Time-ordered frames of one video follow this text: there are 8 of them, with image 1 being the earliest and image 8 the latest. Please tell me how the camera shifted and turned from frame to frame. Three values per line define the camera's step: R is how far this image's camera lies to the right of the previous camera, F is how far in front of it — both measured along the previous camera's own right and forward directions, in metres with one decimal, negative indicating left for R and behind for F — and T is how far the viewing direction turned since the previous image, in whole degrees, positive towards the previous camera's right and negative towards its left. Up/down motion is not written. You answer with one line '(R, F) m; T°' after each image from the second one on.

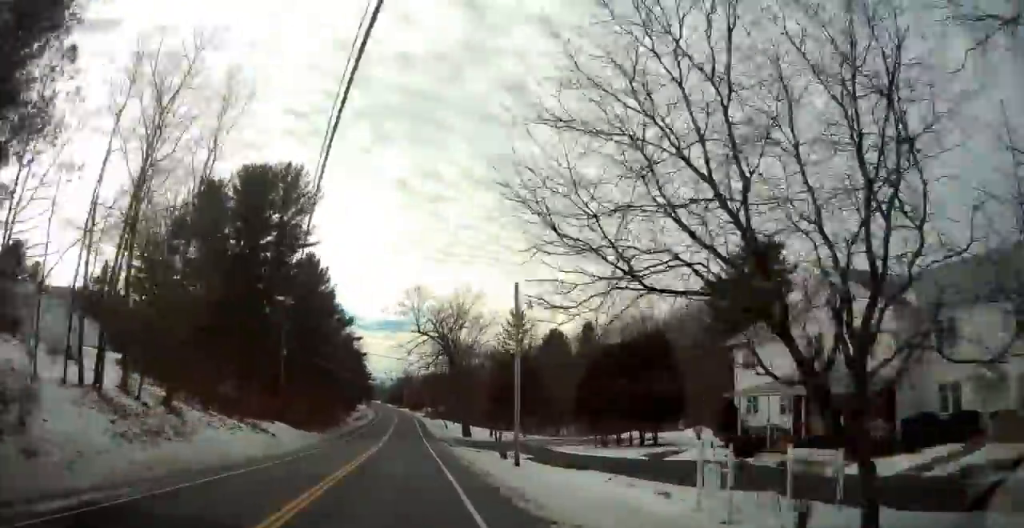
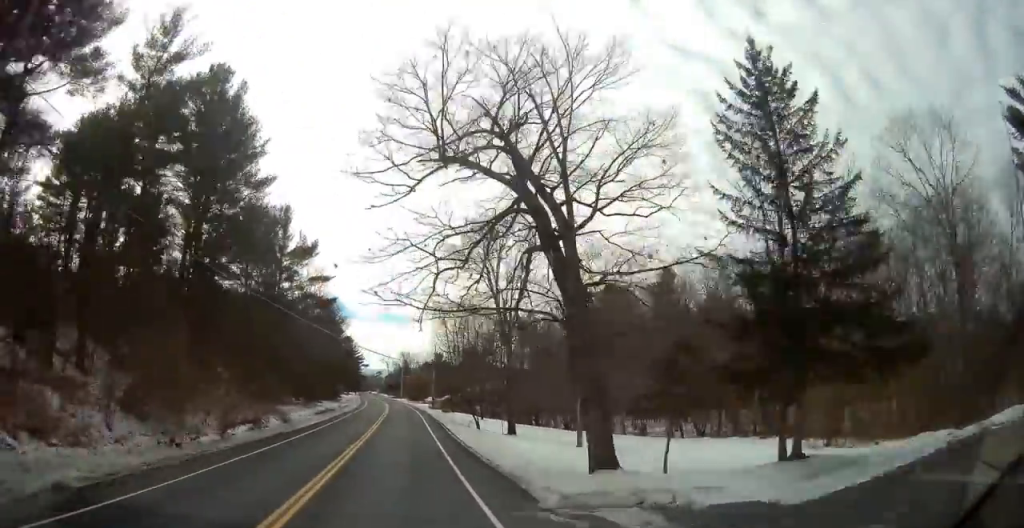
(+0.1, +44.1) m; 0°
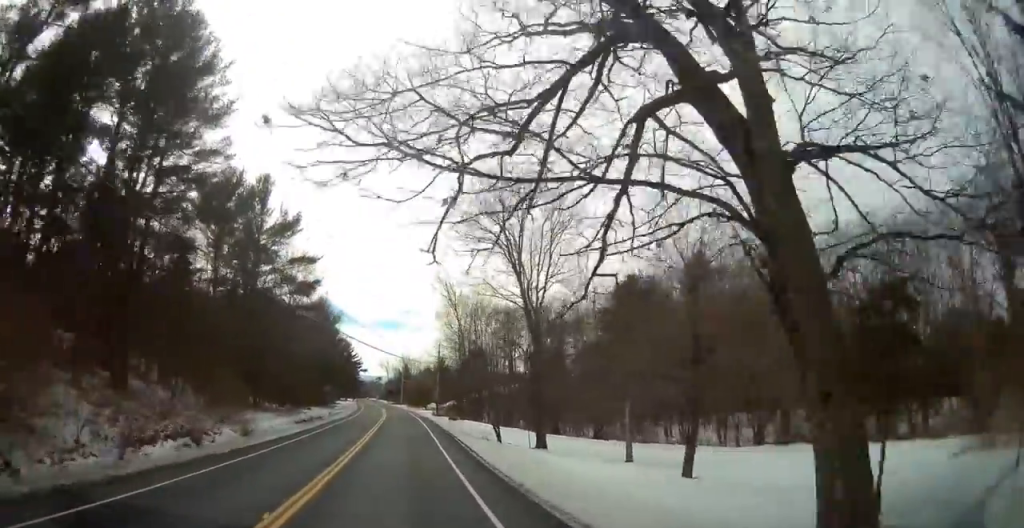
(-0.1, +11.4) m; 0°
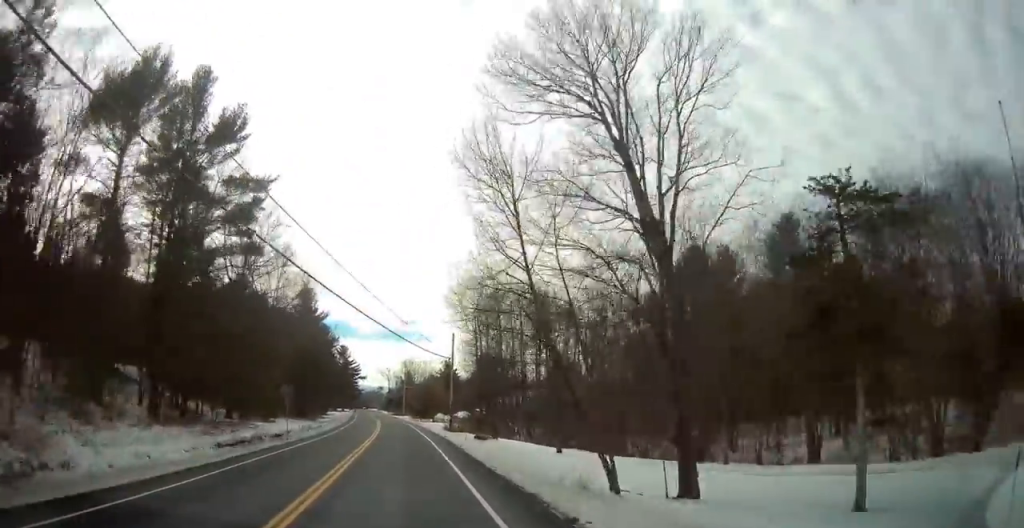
(0.0, +22.1) m; 0°
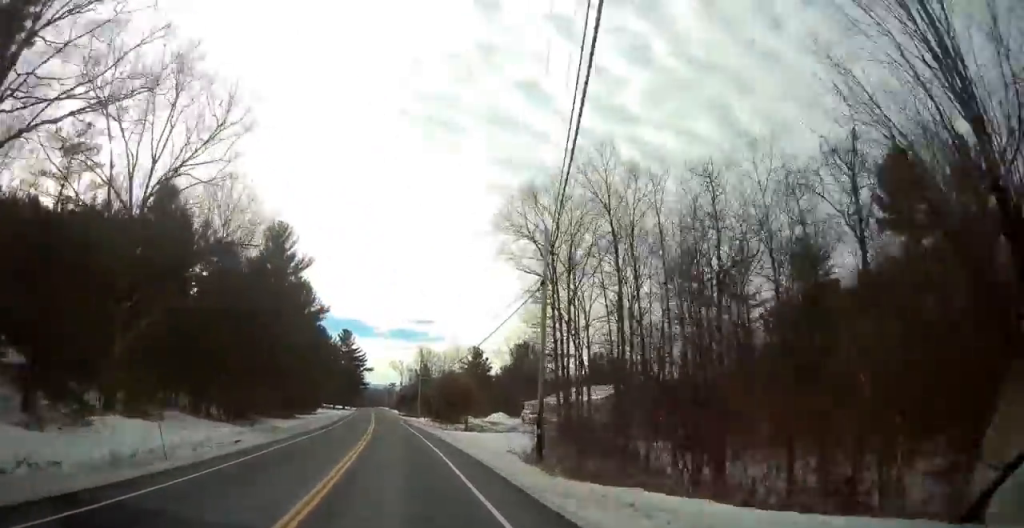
(-0.2, +37.3) m; -1°
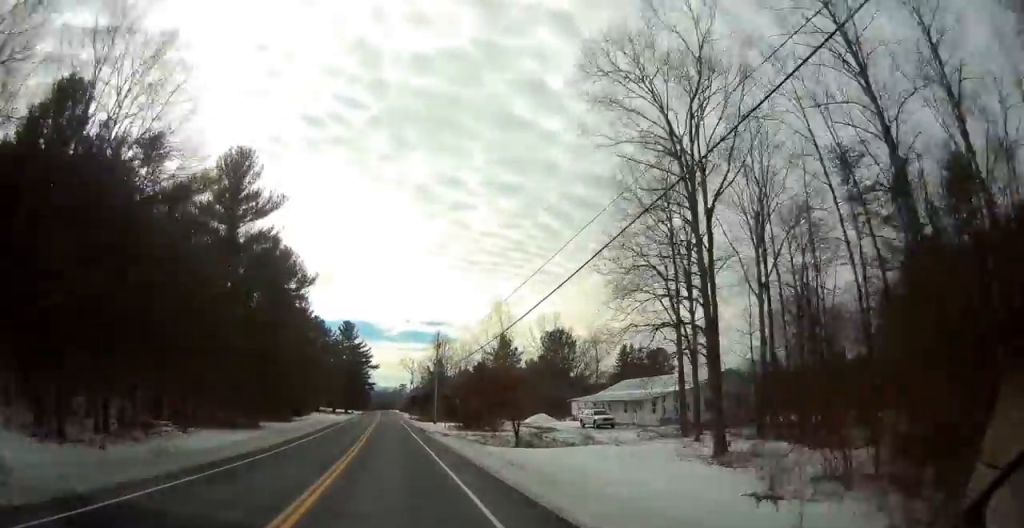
(-0.3, +23.4) m; -1°
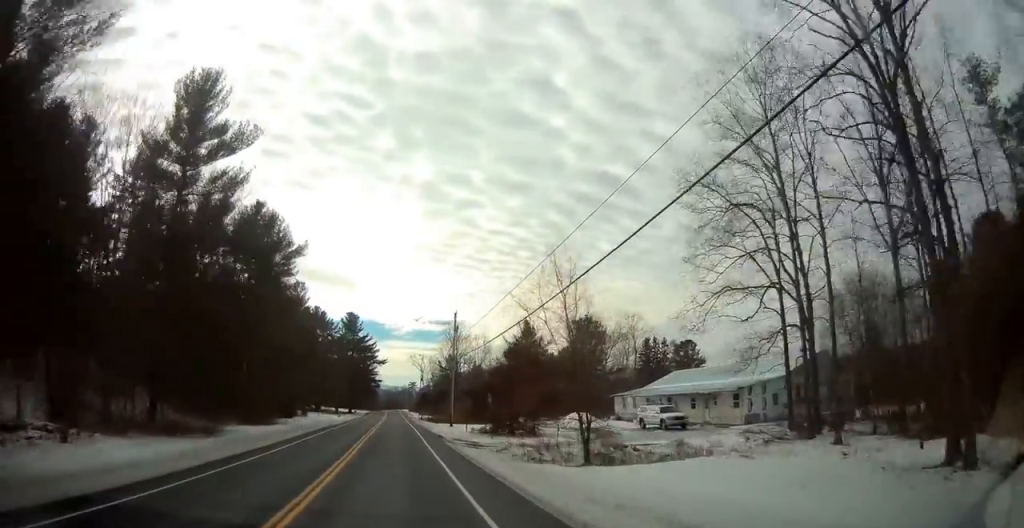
(-0.1, +13.4) m; 0°
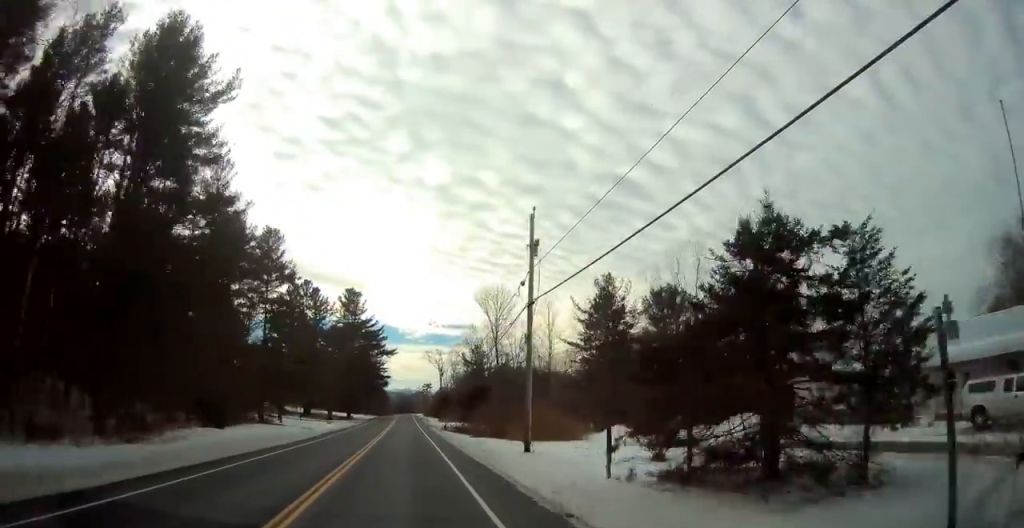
(-0.2, +31.2) m; -2°
